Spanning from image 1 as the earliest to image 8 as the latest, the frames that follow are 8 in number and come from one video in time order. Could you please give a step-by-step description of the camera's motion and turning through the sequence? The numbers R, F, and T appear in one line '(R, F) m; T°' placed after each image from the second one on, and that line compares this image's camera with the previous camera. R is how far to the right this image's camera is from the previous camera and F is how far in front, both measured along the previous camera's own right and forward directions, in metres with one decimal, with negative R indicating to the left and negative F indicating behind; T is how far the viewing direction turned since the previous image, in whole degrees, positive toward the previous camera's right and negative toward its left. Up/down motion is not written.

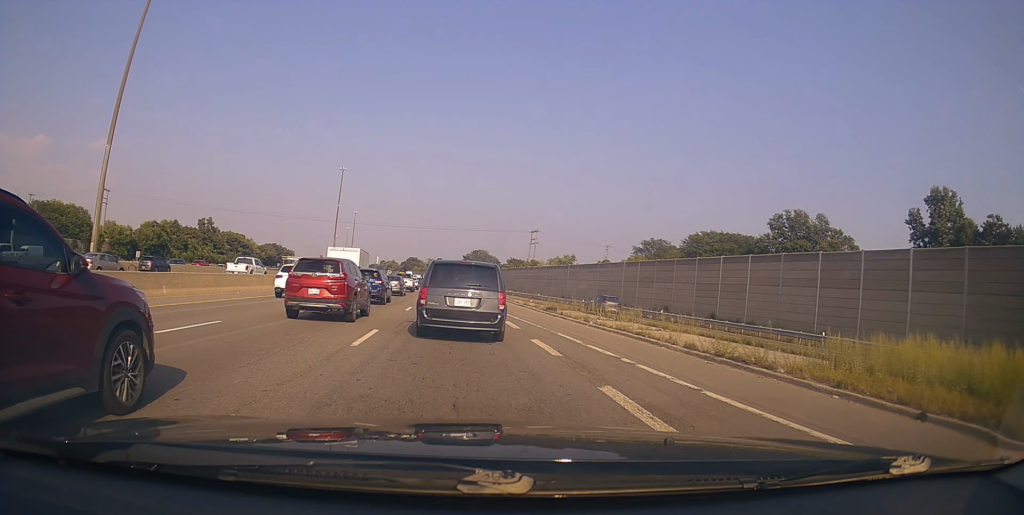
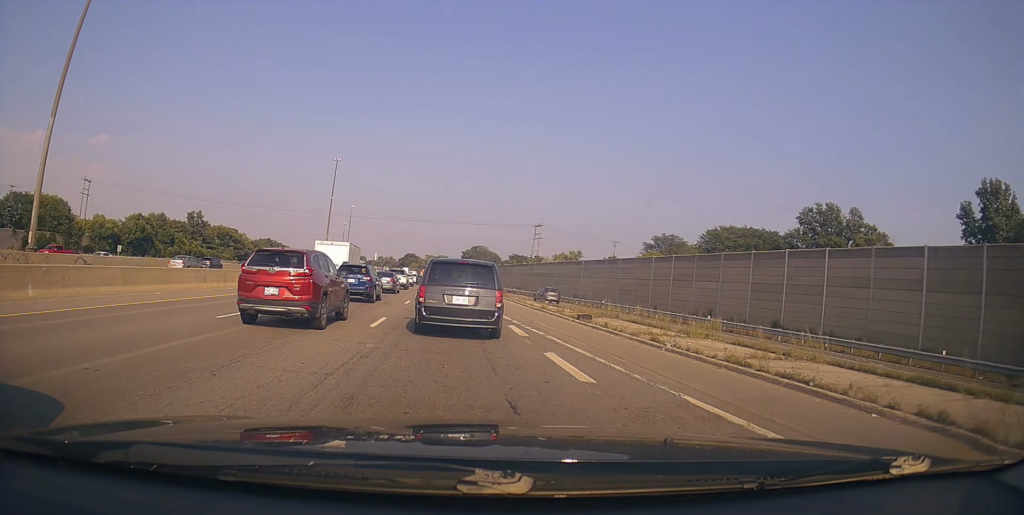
(0.0, +8.6) m; -1°
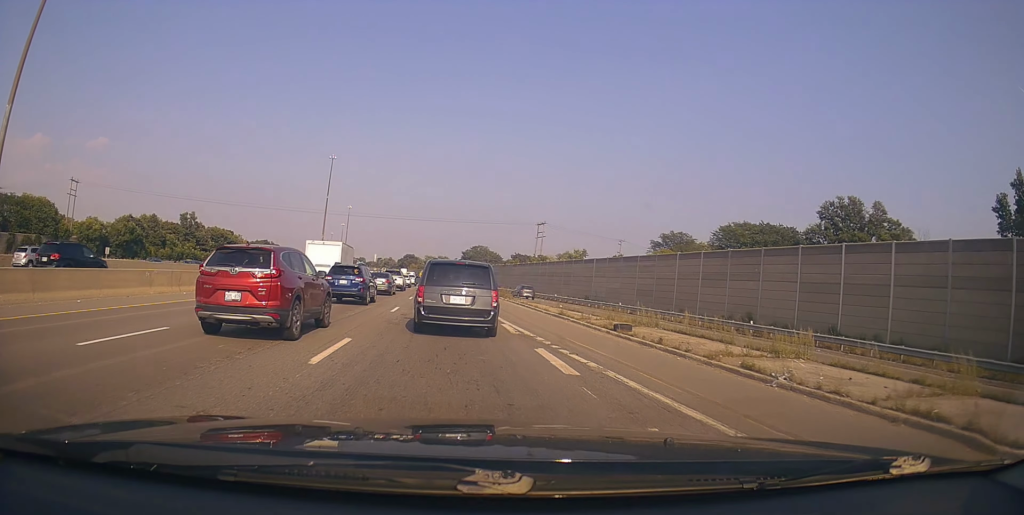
(0.0, +5.5) m; -3°
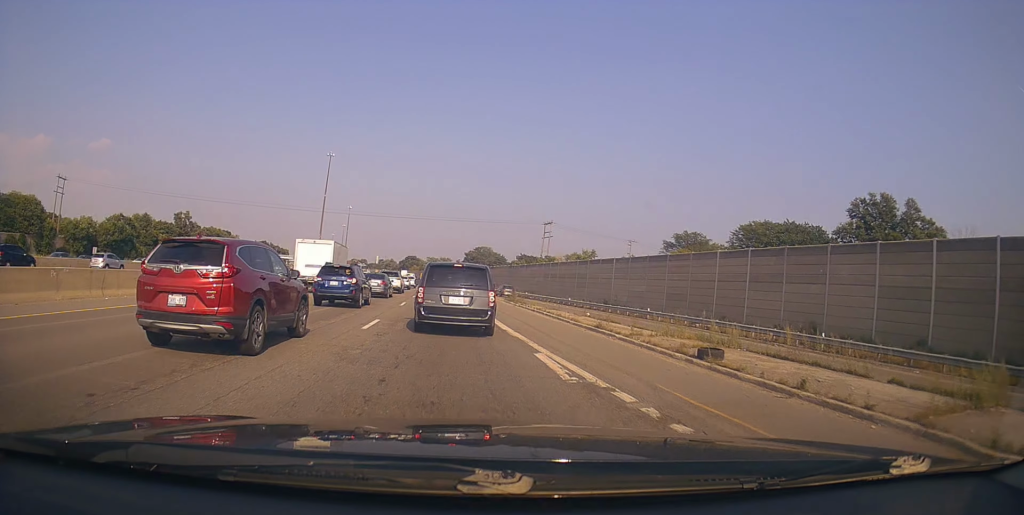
(-0.3, +6.5) m; 0°
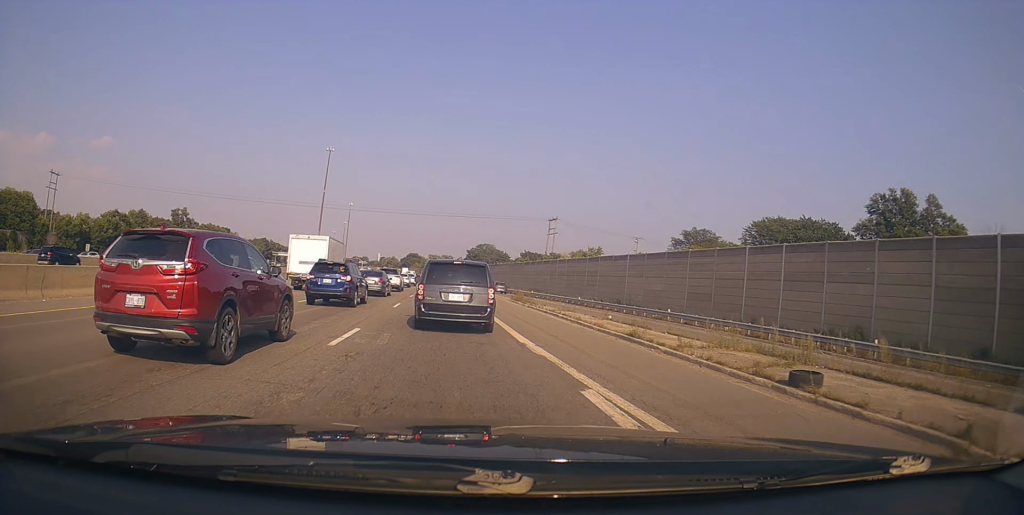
(-0.1, +3.6) m; 0°
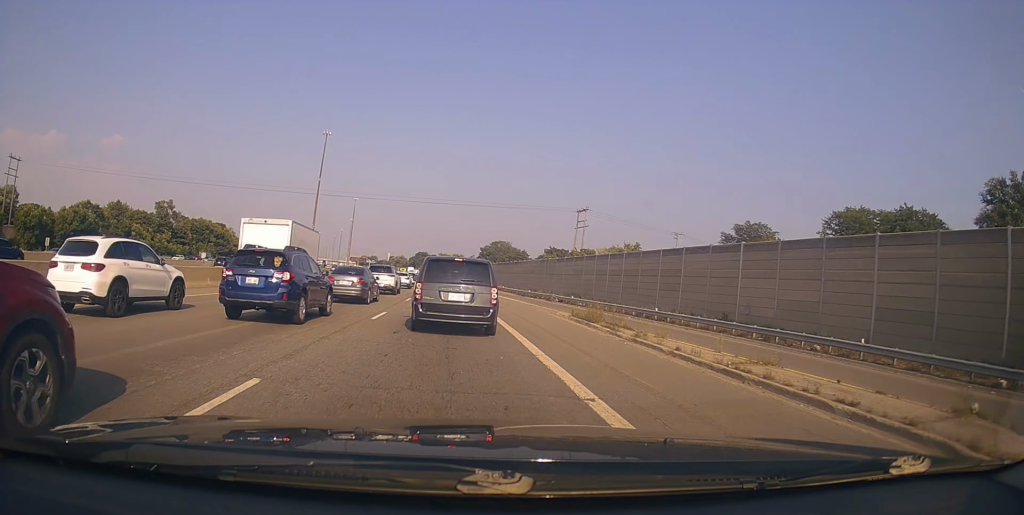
(+0.8, +19.3) m; 0°
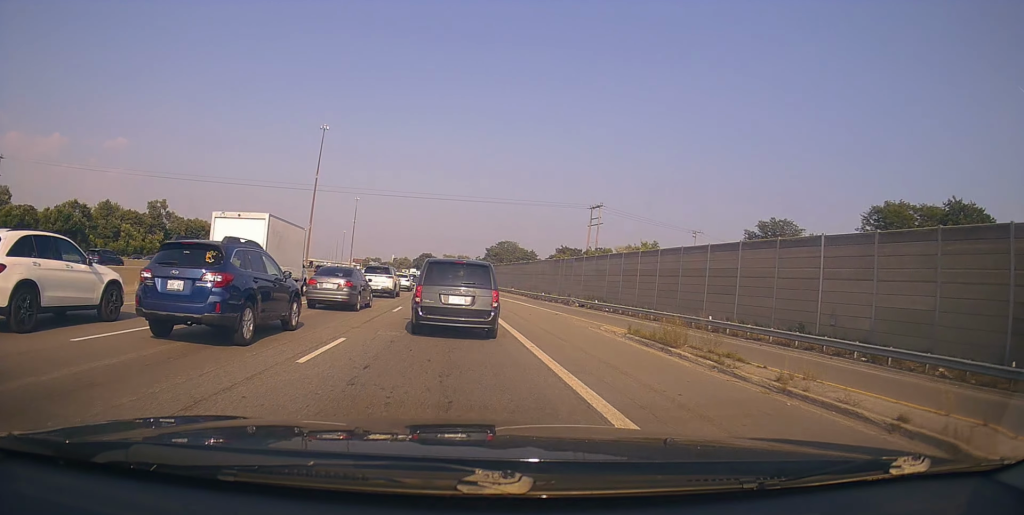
(-0.3, +8.1) m; +1°
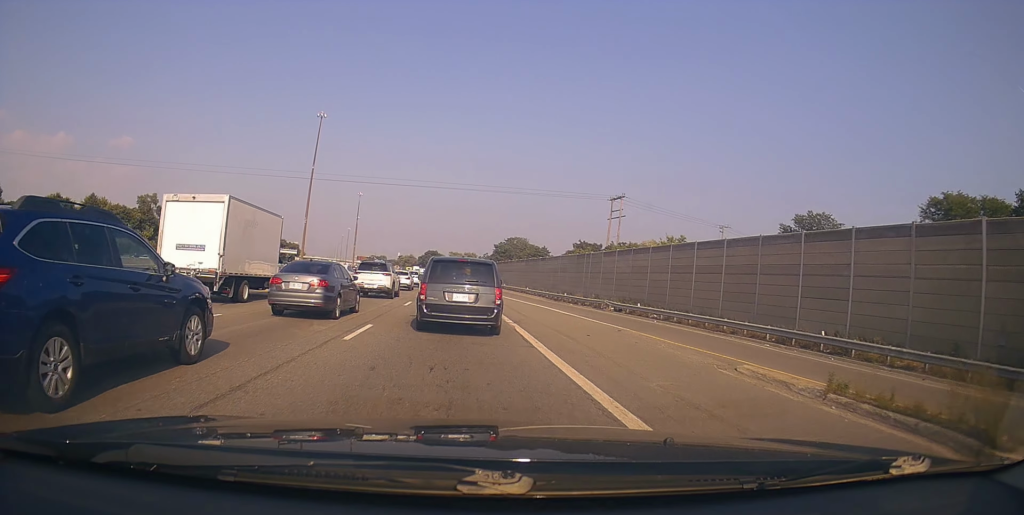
(+0.5, +10.2) m; +1°
